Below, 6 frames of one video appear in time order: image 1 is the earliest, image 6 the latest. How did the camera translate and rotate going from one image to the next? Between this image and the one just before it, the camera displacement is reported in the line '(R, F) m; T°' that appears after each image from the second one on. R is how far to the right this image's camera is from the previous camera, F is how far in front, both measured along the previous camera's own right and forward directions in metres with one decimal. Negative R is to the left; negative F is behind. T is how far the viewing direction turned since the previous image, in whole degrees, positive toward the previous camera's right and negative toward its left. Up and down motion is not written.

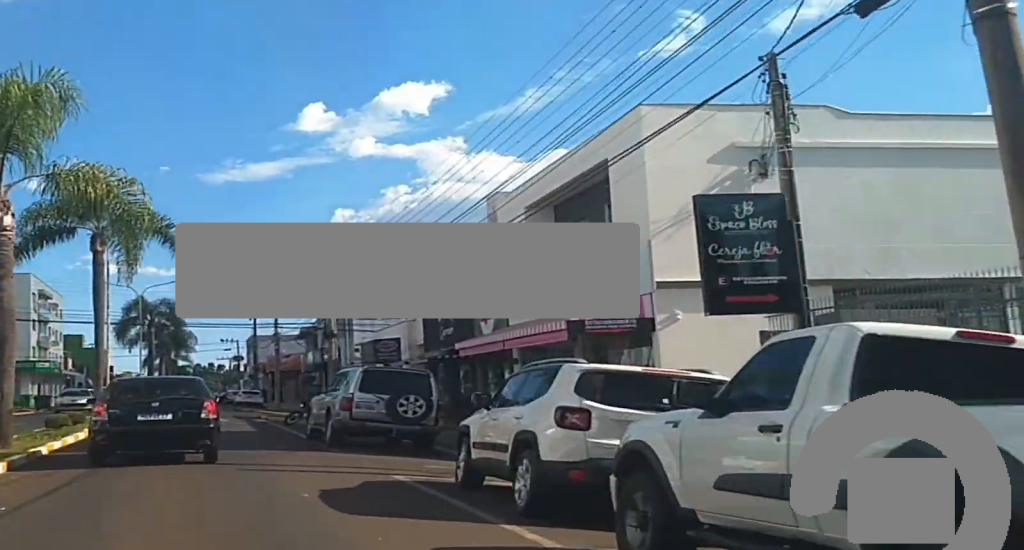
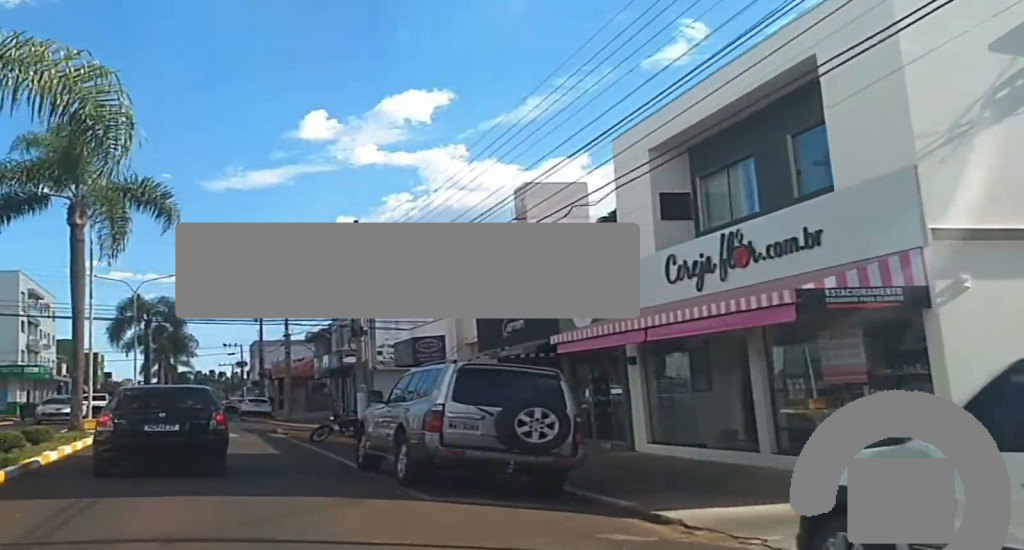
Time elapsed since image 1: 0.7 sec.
(0.0, +7.2) m; 0°
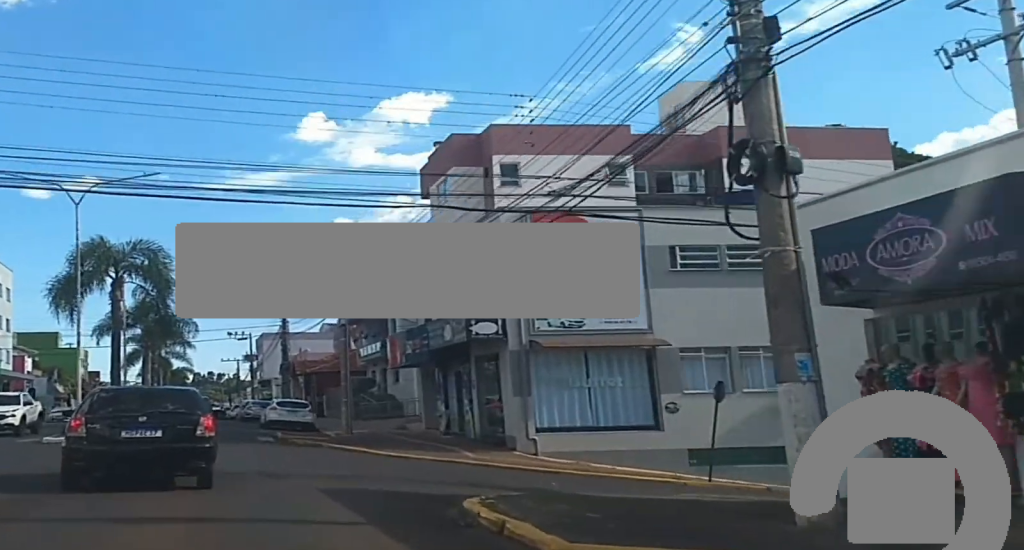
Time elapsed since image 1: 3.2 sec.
(+0.4, +26.3) m; +2°
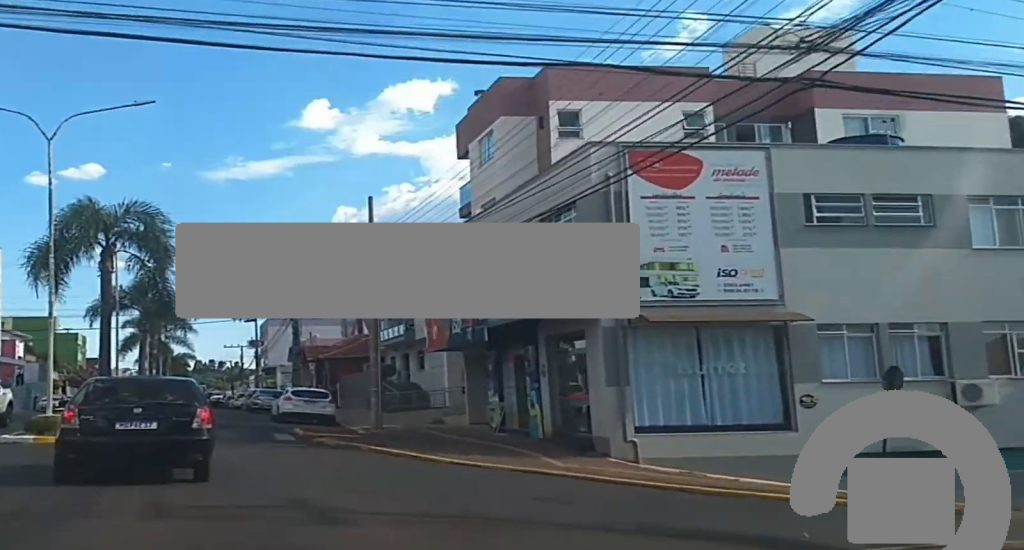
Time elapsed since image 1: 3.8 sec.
(0.0, +6.3) m; 0°
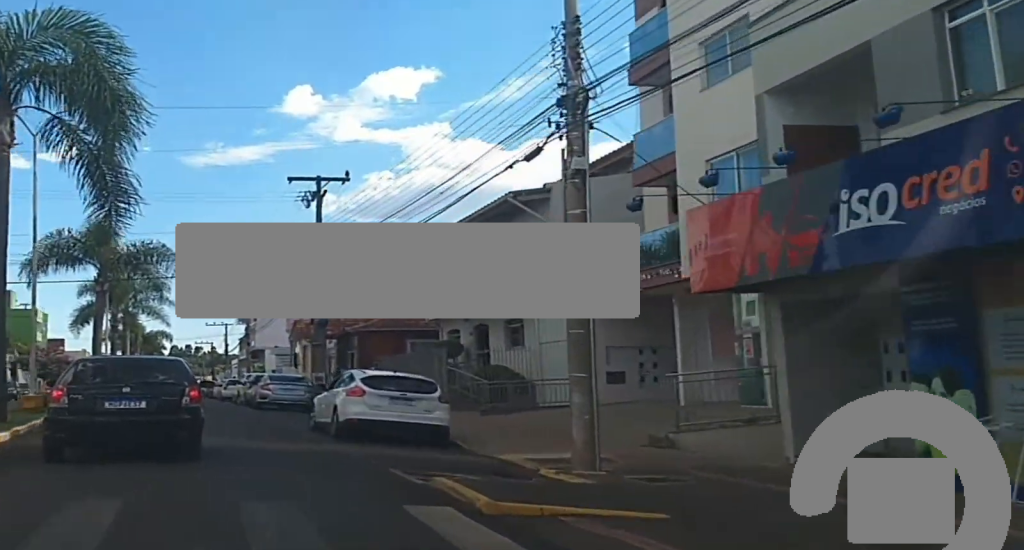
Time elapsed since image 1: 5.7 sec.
(-0.1, +18.5) m; -1°
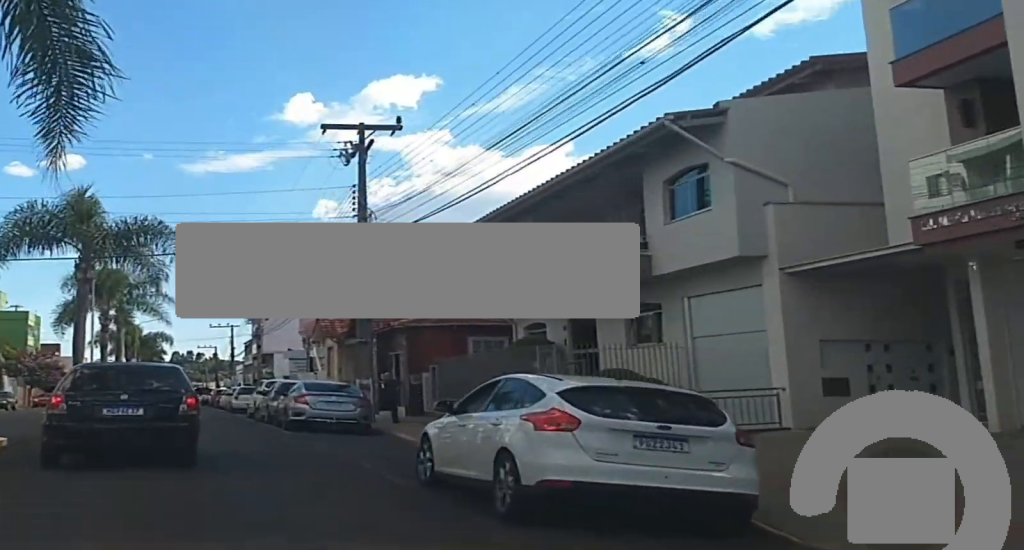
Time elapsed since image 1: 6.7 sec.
(-0.1, +9.5) m; -1°
